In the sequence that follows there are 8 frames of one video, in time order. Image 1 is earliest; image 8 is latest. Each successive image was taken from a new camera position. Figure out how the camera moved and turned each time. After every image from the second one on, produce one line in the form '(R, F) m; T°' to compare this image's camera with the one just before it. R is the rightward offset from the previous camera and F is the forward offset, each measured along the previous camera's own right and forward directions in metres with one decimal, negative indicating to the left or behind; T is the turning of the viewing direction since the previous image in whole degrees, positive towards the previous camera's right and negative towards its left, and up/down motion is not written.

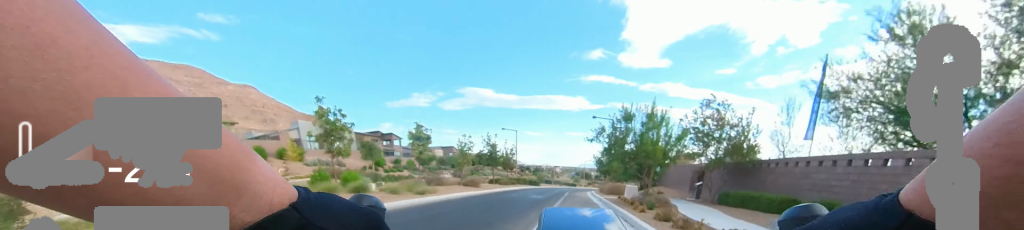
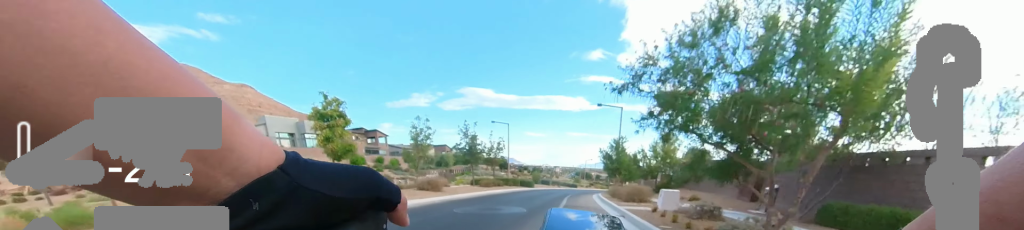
(+0.5, +6.6) m; +4°
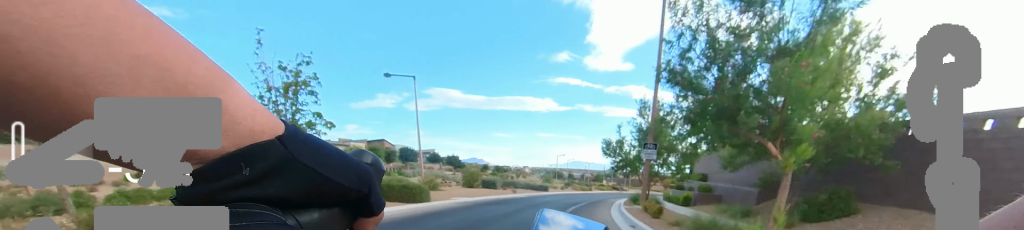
(+0.8, +20.6) m; +7°
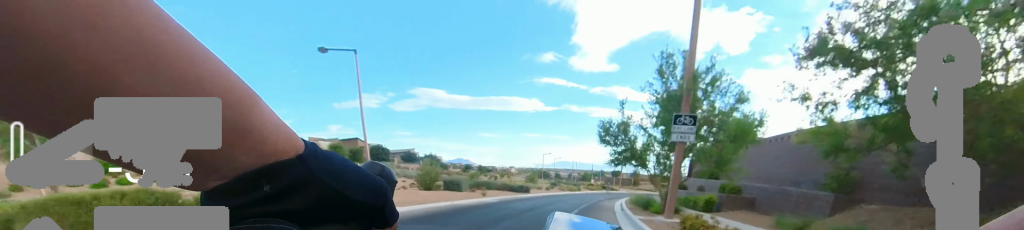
(+0.3, +5.1) m; +3°
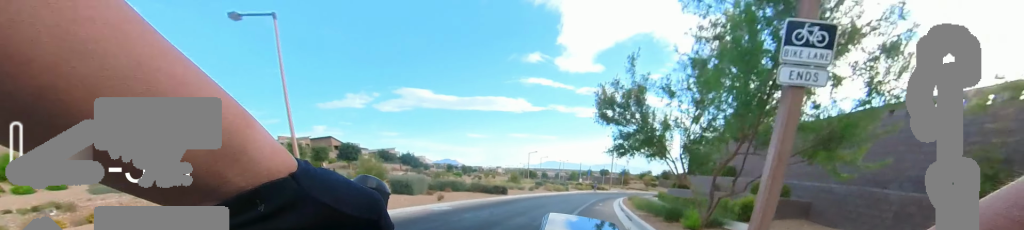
(+0.2, +4.5) m; +3°
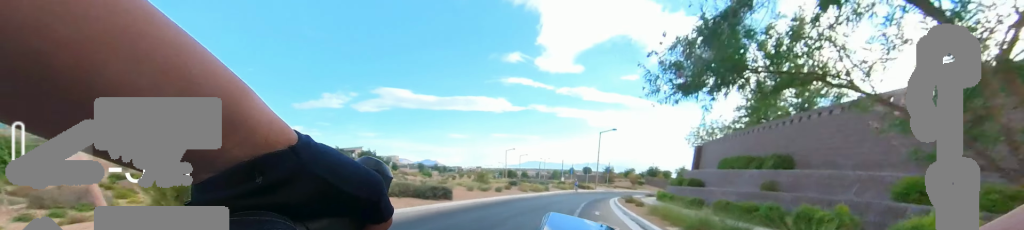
(+0.2, +7.0) m; +5°
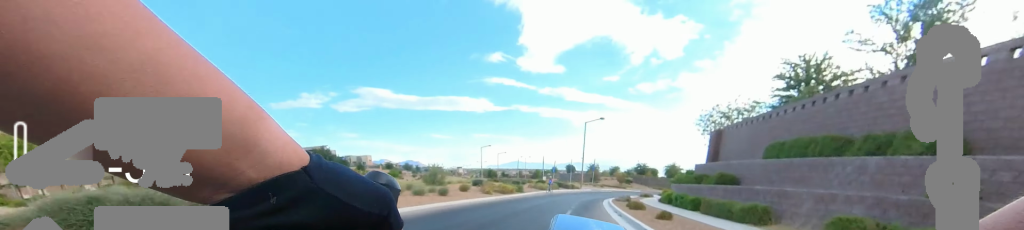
(+0.1, +7.0) m; +4°
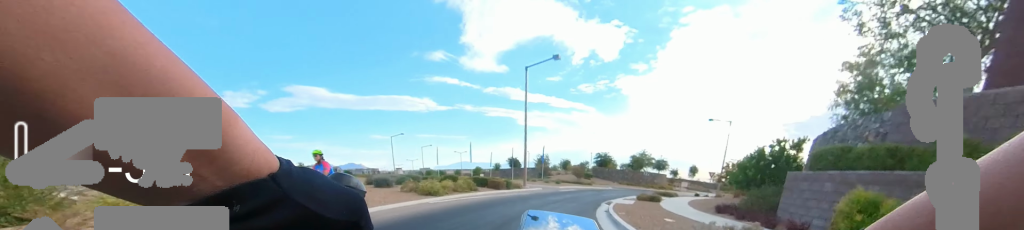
(+0.3, +17.5) m; +5°
